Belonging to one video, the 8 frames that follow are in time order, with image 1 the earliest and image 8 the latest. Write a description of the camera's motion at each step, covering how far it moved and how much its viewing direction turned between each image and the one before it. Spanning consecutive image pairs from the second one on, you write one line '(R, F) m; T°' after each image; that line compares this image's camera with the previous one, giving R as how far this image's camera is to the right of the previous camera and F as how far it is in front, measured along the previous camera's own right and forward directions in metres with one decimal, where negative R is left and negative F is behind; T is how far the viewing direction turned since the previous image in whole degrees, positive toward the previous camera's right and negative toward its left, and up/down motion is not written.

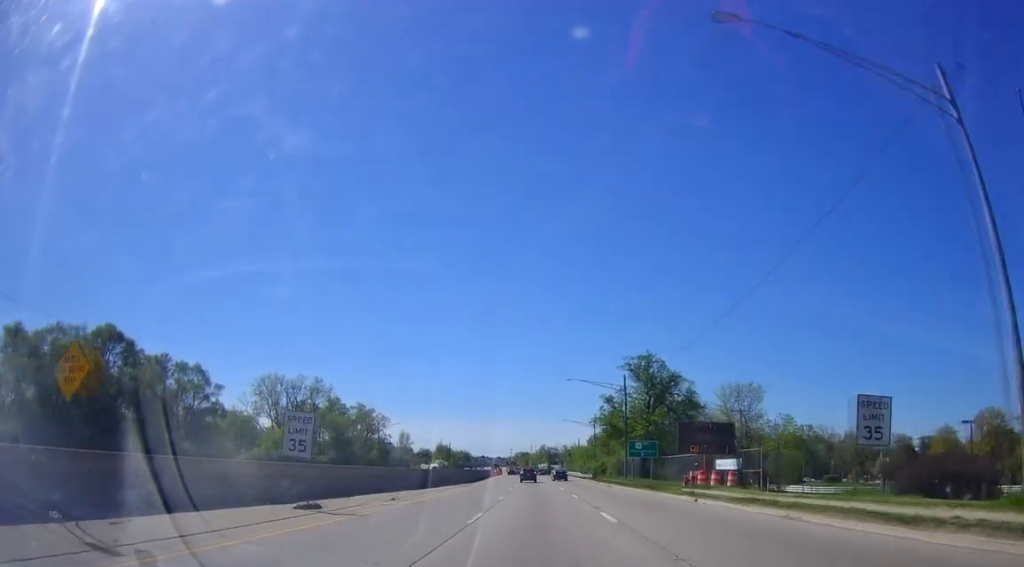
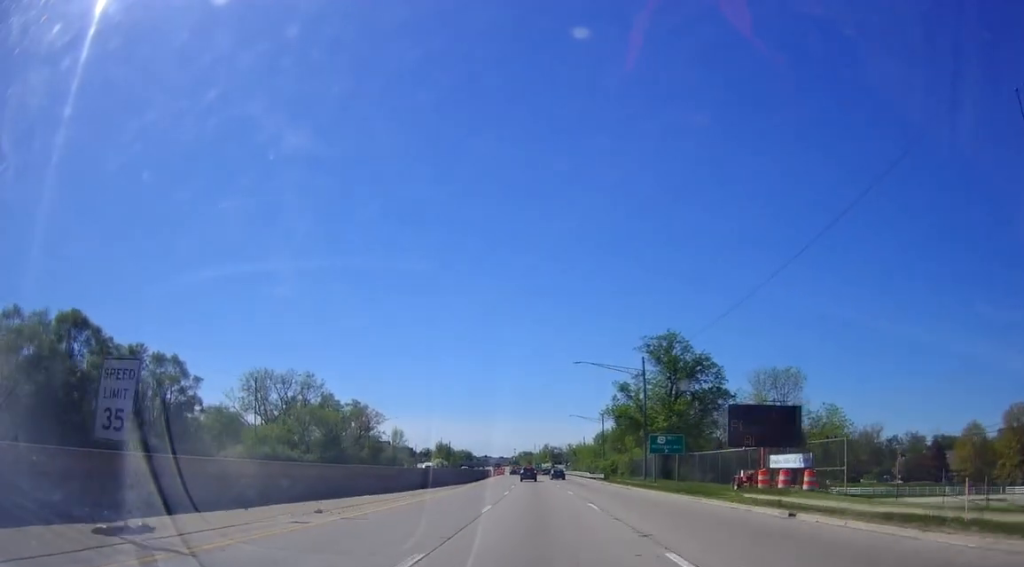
(0.0, +10.6) m; 0°
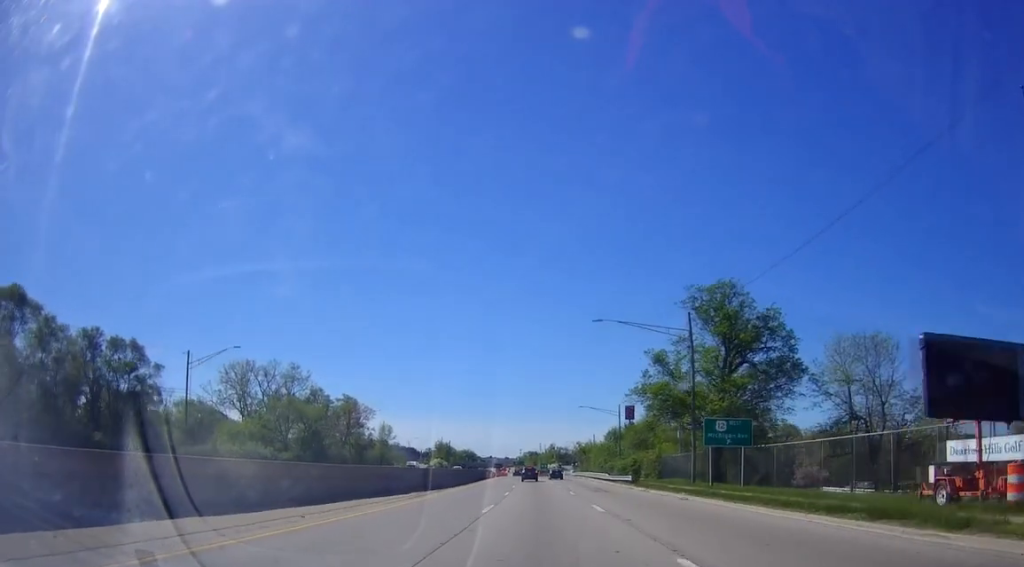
(0.0, +16.6) m; 0°
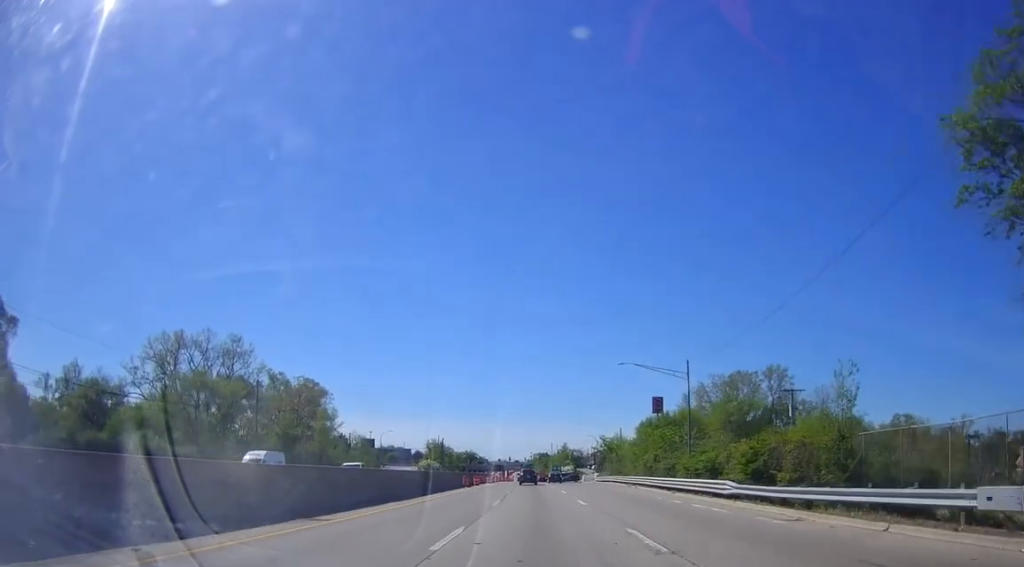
(-0.4, +41.4) m; -2°
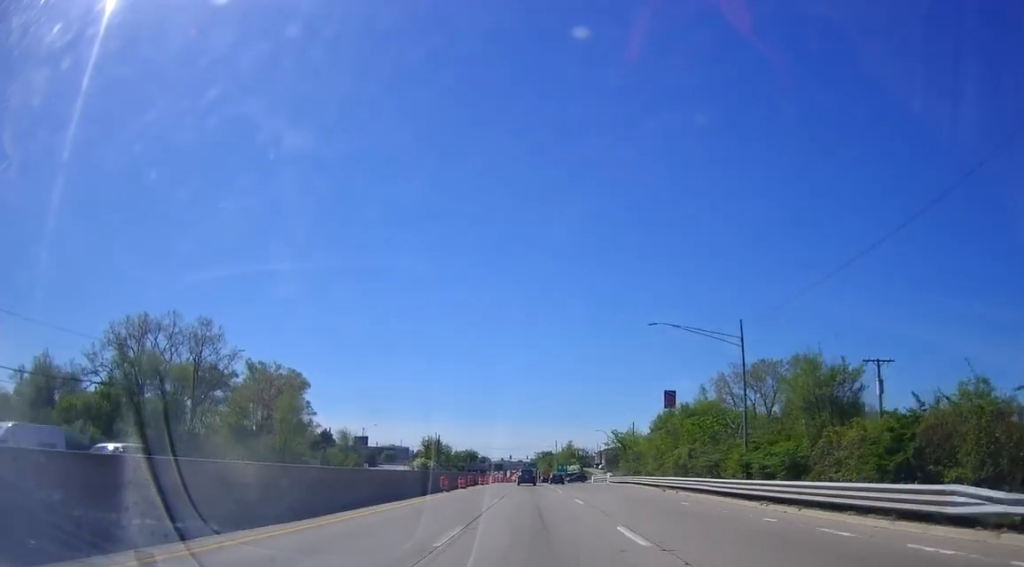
(-0.2, +15.2) m; -2°
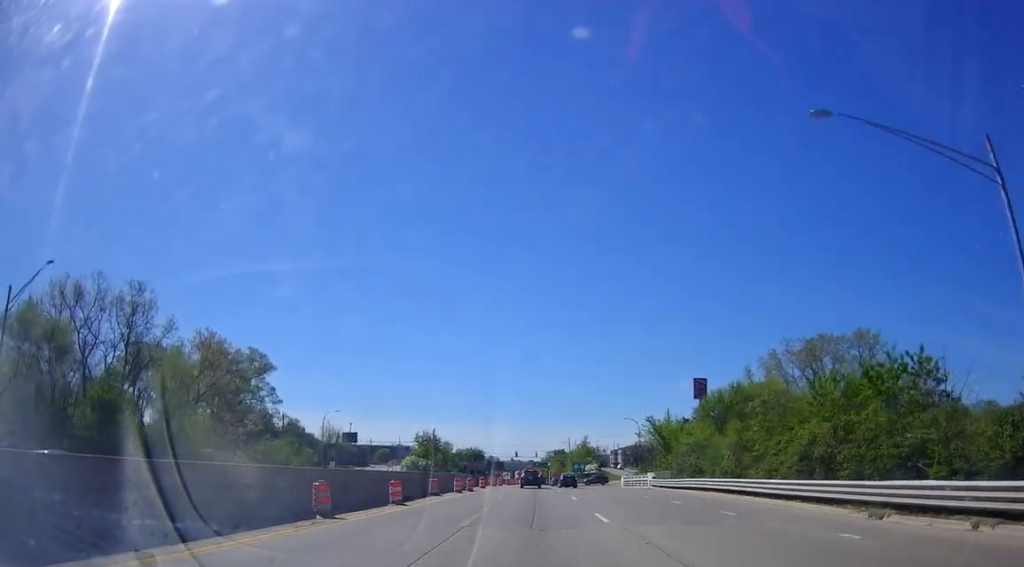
(-0.4, +26.7) m; 0°
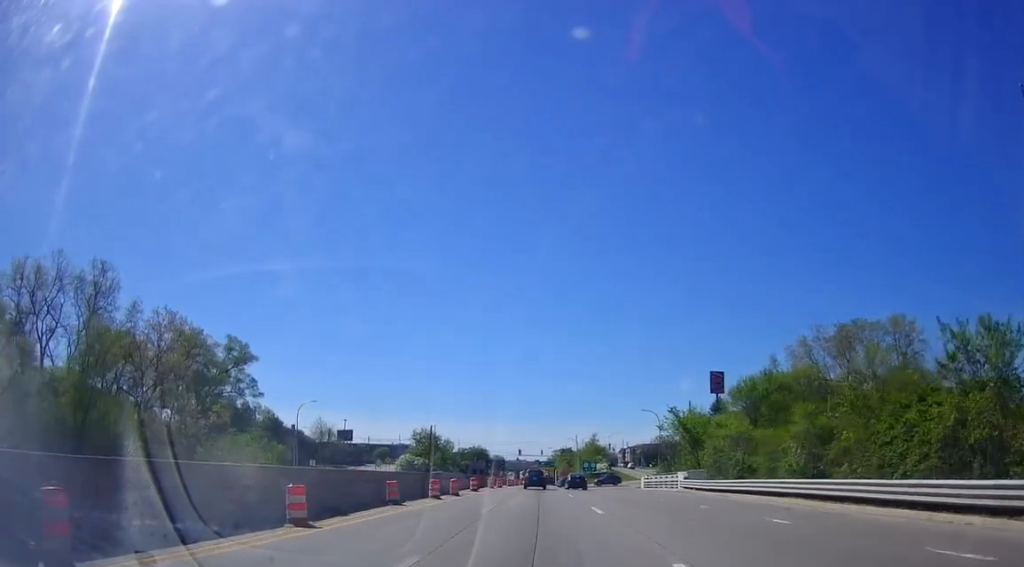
(0.0, +11.4) m; 0°
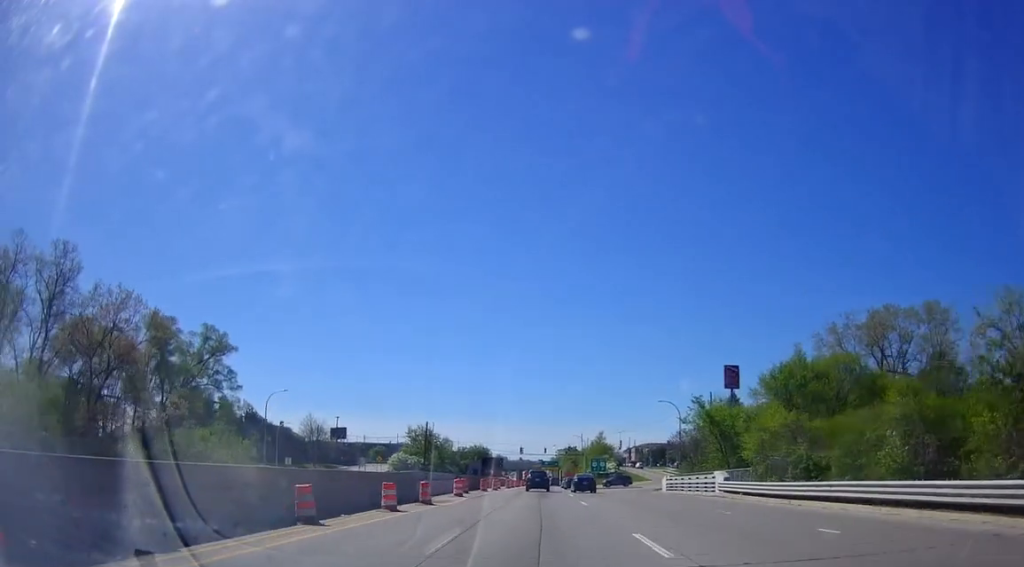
(+0.2, +9.8) m; 0°
